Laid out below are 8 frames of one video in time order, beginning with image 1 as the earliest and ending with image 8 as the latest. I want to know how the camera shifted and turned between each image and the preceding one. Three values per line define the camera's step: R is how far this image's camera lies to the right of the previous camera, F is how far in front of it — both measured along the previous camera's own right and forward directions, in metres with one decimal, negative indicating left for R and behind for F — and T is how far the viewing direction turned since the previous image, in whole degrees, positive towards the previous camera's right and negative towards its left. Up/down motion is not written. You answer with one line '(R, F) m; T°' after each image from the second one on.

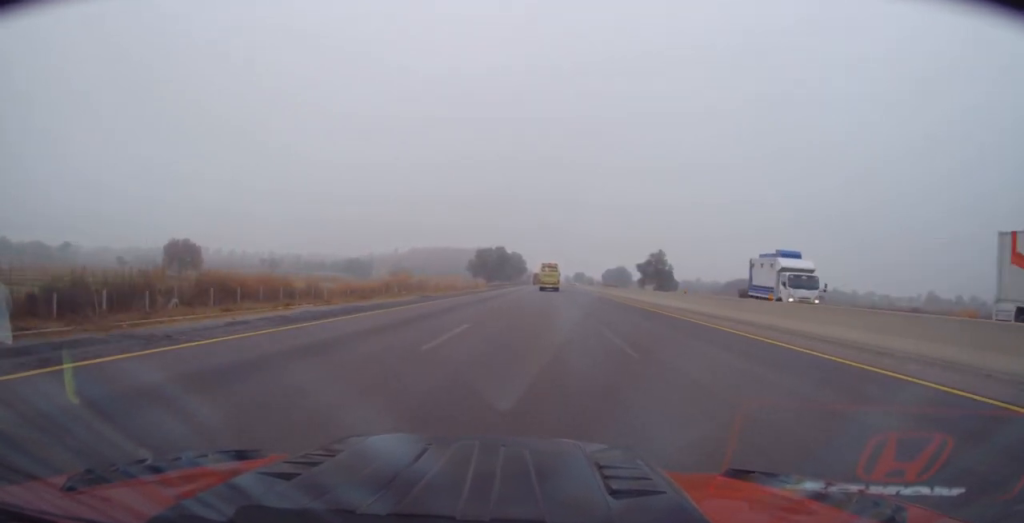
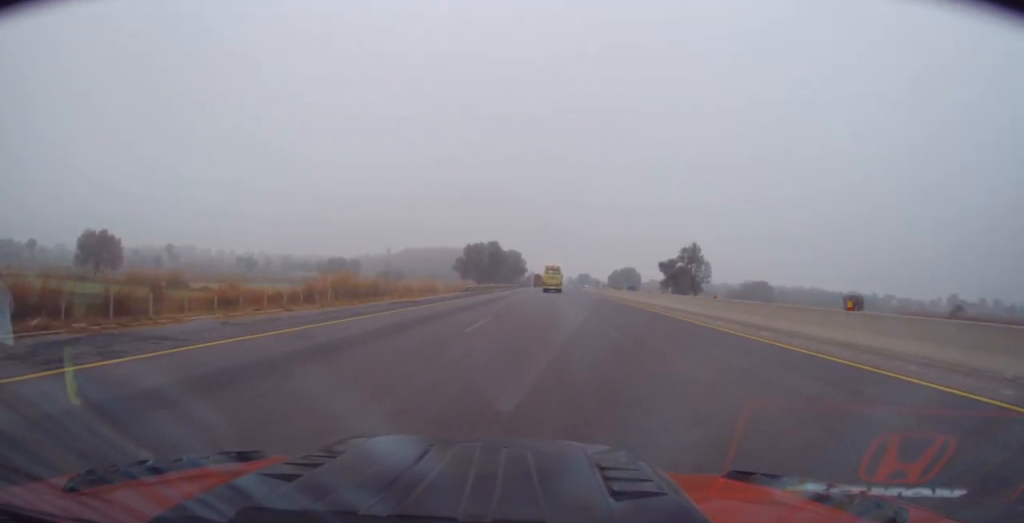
(-0.3, +31.3) m; -1°
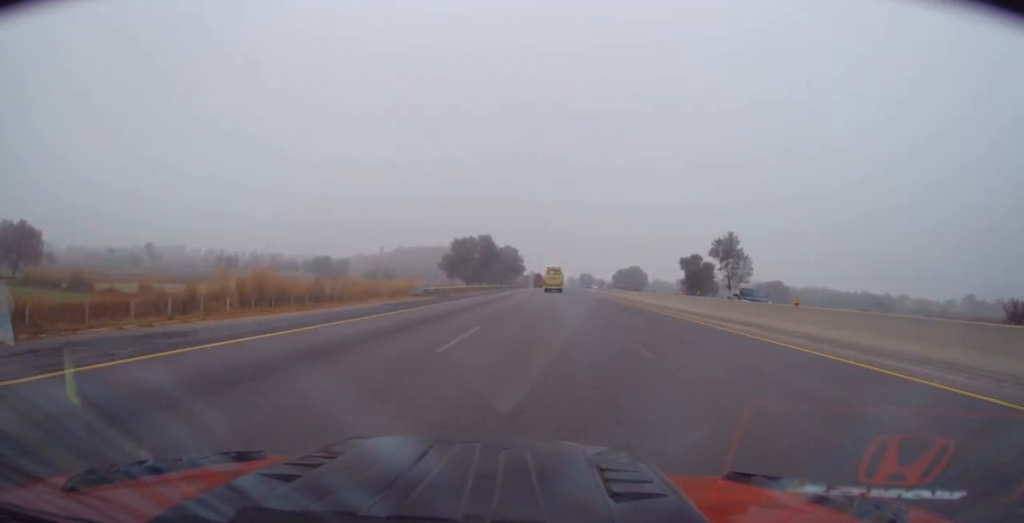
(+0.1, +22.2) m; +1°
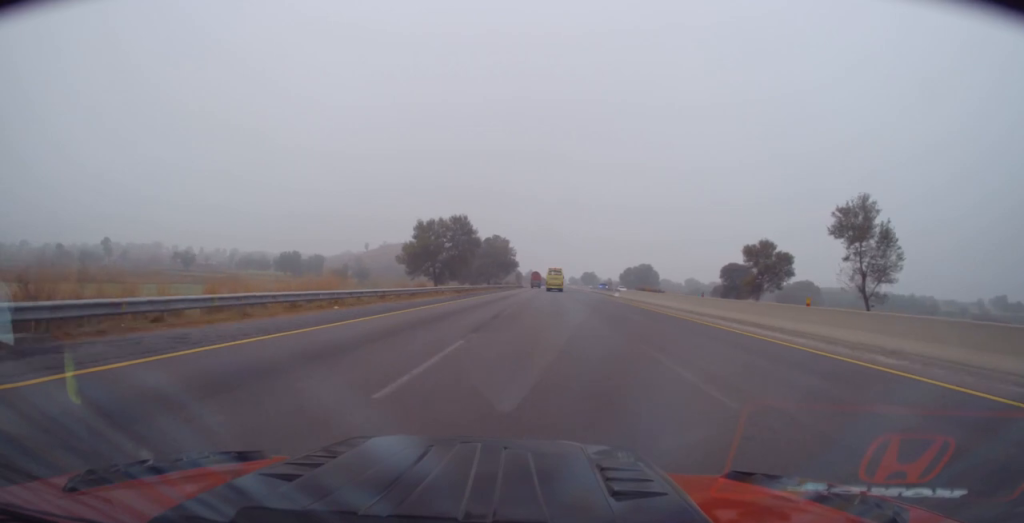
(+0.3, +40.5) m; 0°
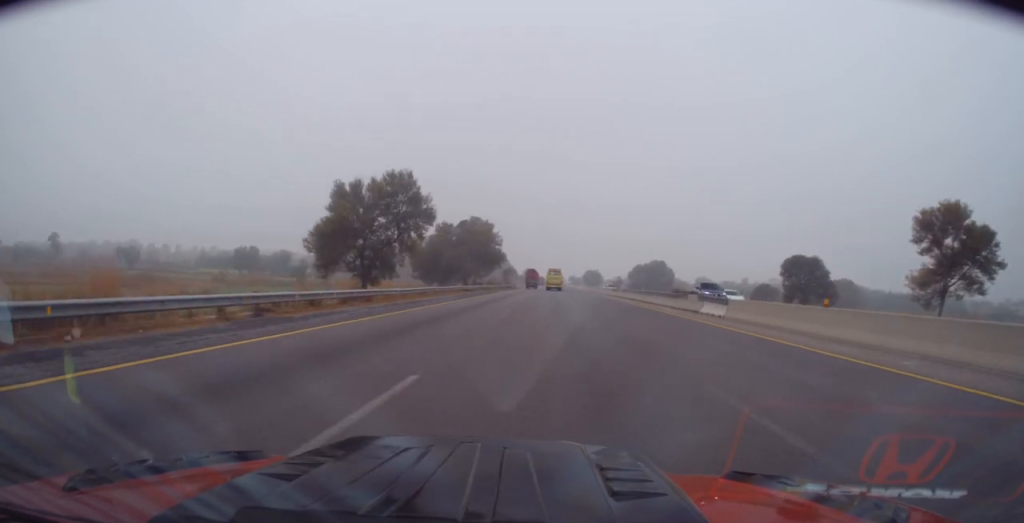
(+0.1, +40.1) m; 0°
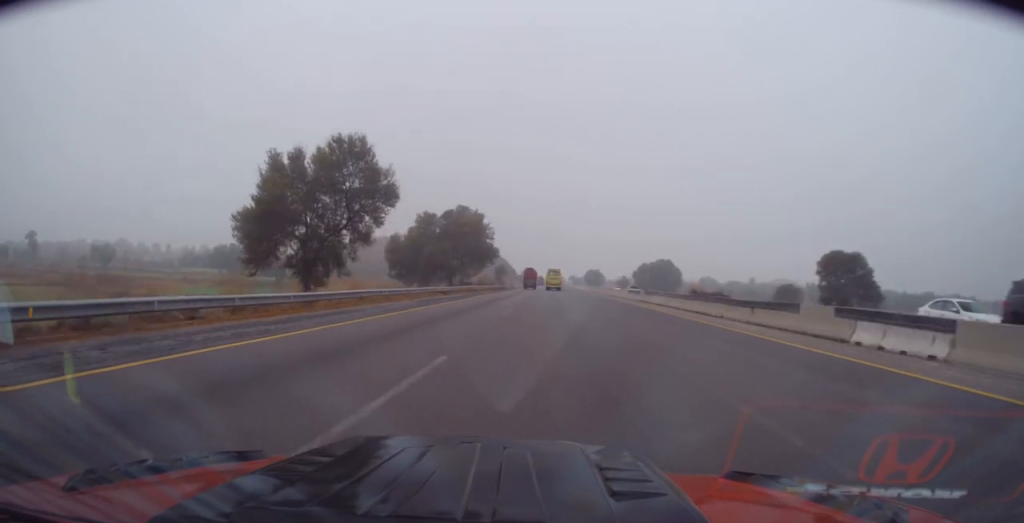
(-0.1, +15.6) m; 0°
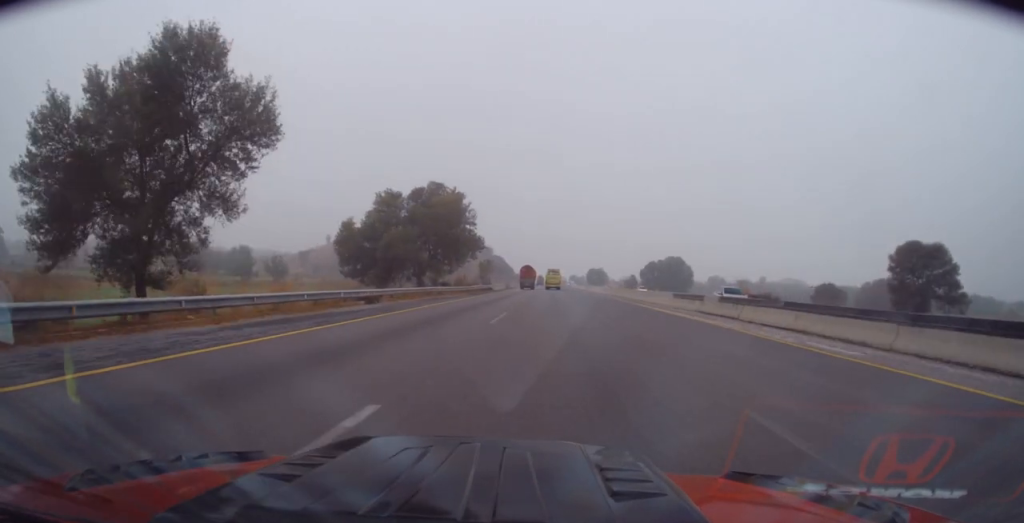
(0.0, +21.6) m; 0°
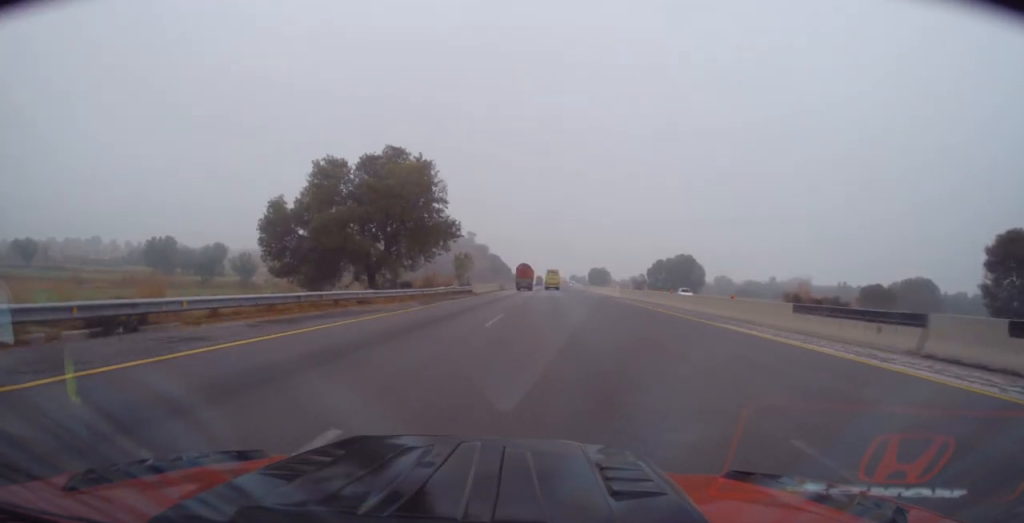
(-0.2, +18.8) m; 0°
